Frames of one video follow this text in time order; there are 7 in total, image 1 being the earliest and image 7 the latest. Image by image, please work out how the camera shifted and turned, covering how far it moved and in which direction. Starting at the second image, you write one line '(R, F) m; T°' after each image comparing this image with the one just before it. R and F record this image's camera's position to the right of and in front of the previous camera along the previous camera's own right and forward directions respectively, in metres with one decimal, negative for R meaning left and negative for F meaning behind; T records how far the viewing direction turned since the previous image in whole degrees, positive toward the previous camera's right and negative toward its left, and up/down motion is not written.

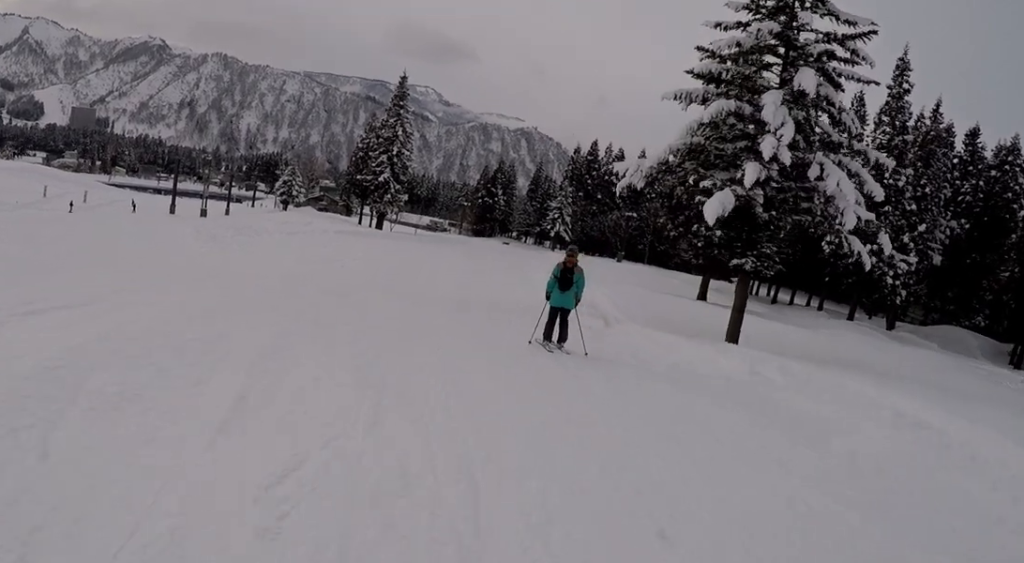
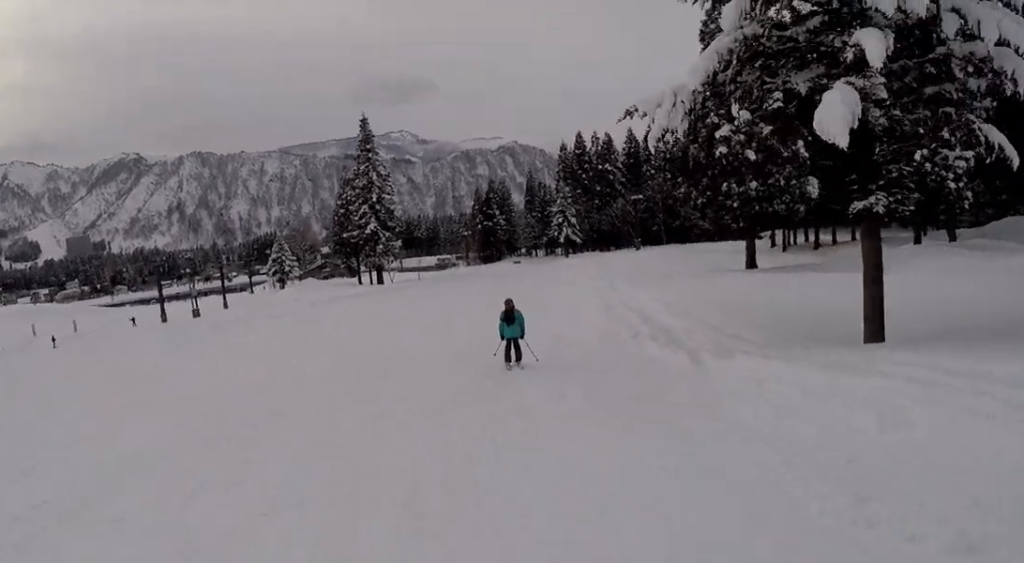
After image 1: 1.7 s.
(+1.1, +9.4) m; +6°
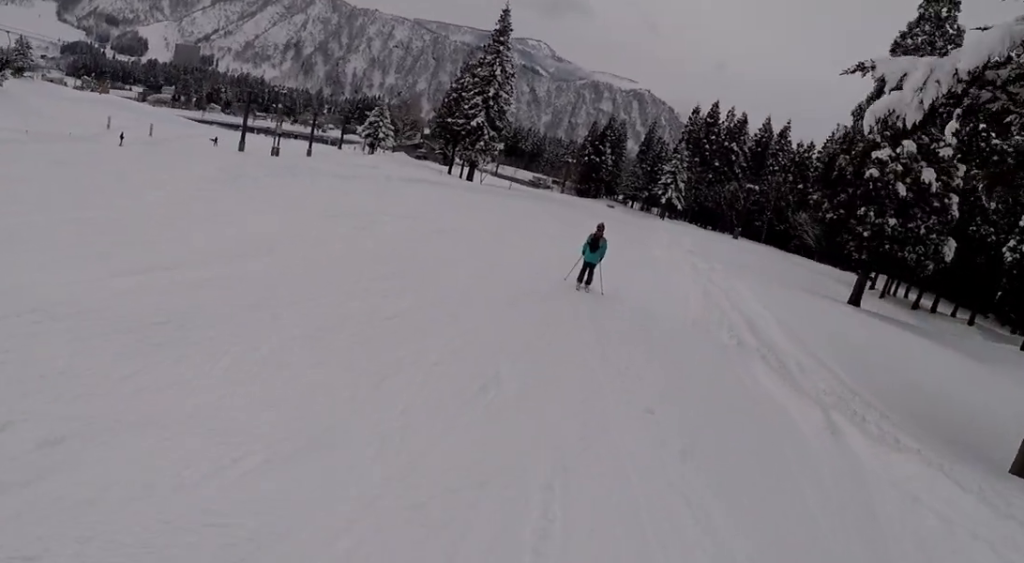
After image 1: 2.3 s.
(0.0, +4.2) m; -3°
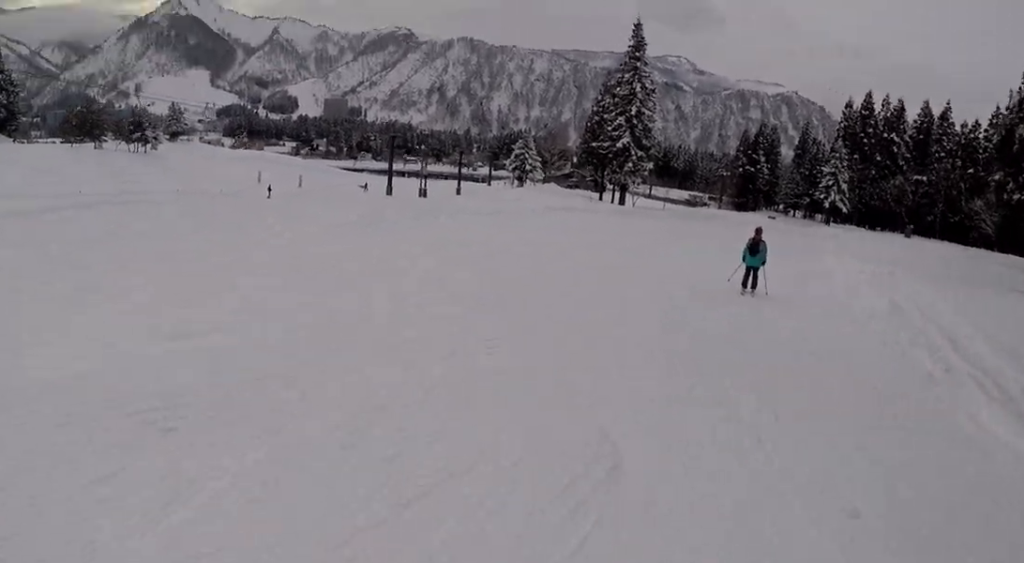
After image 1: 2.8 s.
(-0.1, +2.6) m; -1°
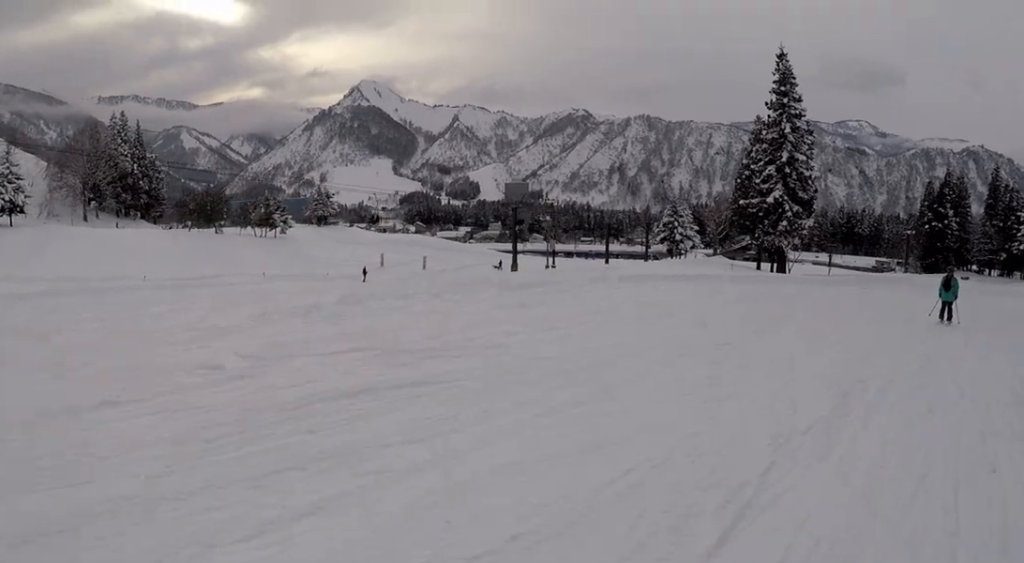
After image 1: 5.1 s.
(-1.4, +14.8) m; -11°
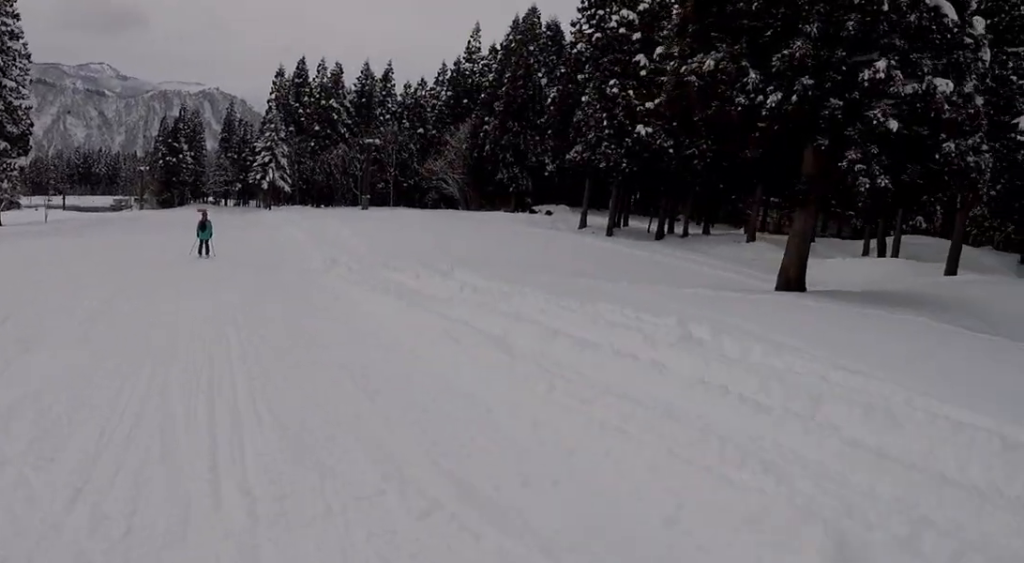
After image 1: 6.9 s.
(+1.1, +11.4) m; +13°
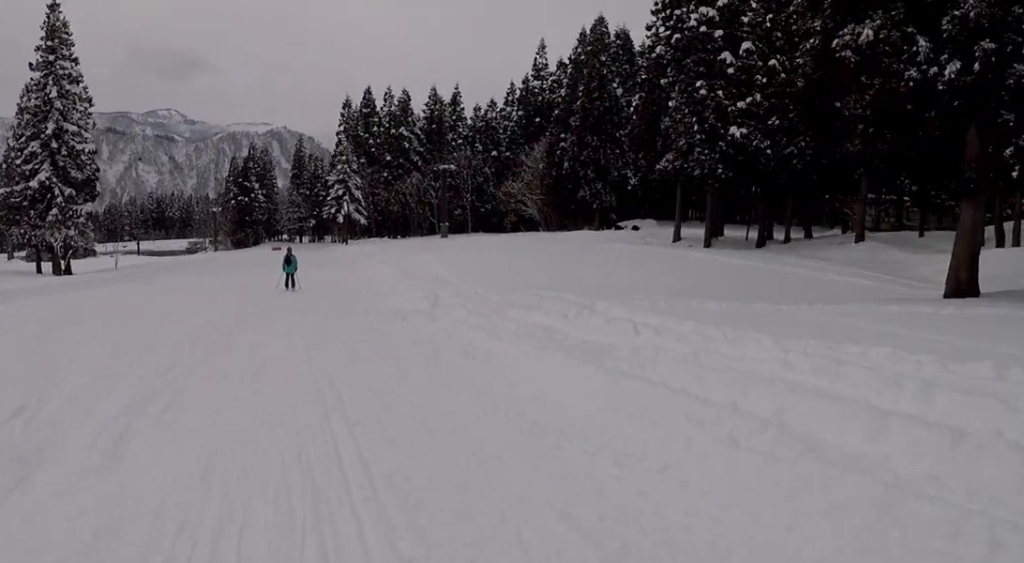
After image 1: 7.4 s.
(+0.2, +3.2) m; +2°
